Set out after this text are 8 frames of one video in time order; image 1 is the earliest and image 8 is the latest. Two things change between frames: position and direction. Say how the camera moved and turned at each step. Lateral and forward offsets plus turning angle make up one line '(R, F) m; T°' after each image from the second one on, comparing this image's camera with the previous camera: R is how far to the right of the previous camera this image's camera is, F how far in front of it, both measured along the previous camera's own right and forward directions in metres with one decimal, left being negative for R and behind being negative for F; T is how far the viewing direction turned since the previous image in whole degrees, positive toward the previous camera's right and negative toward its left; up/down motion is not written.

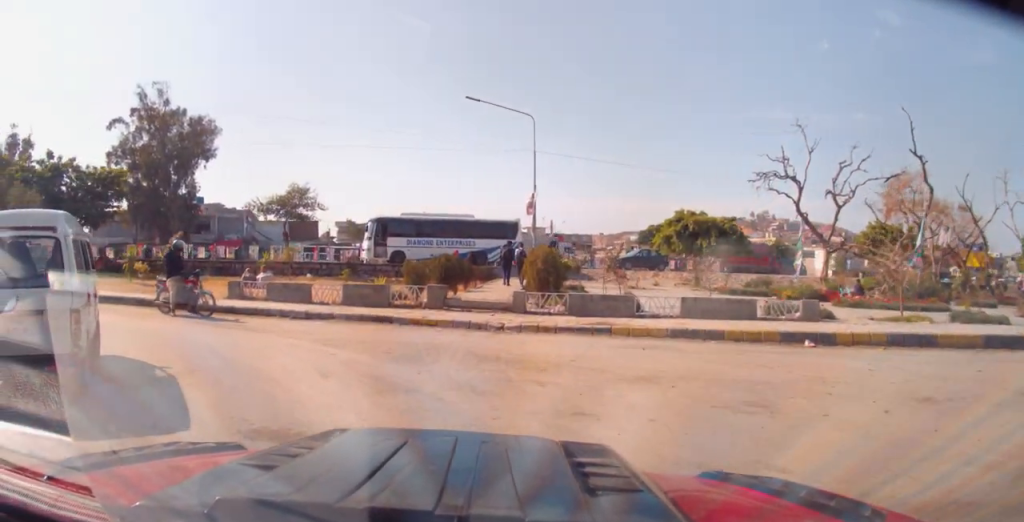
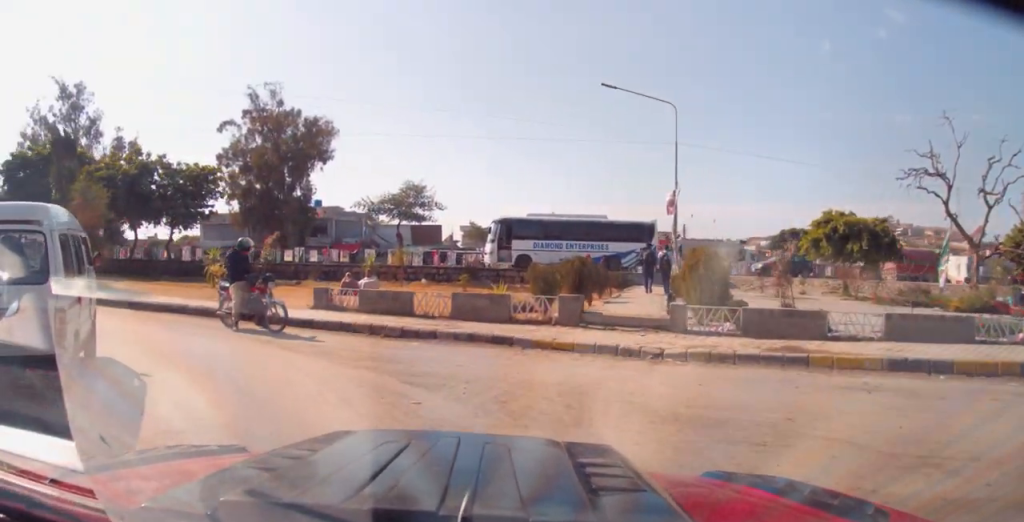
(-0.1, +3.2) m; -8°
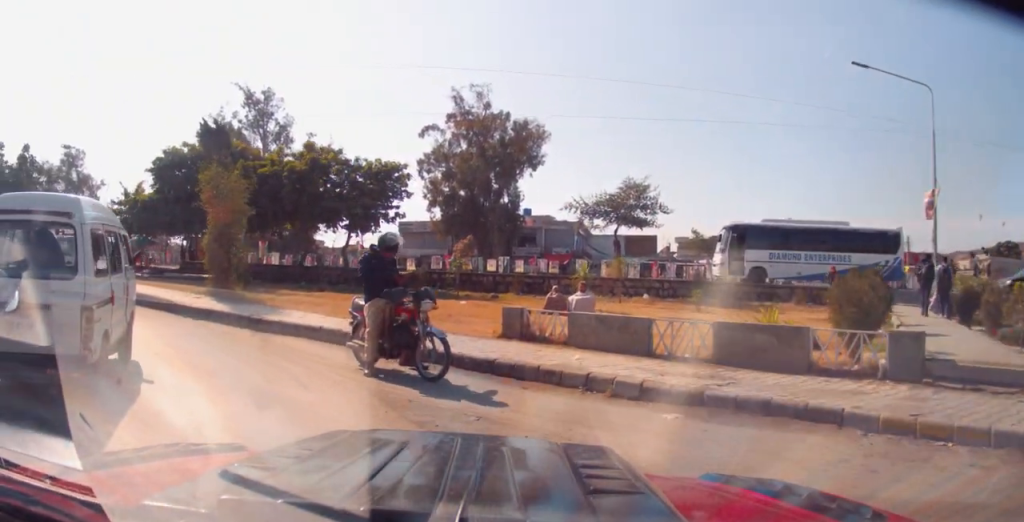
(-0.6, +4.2) m; -22°
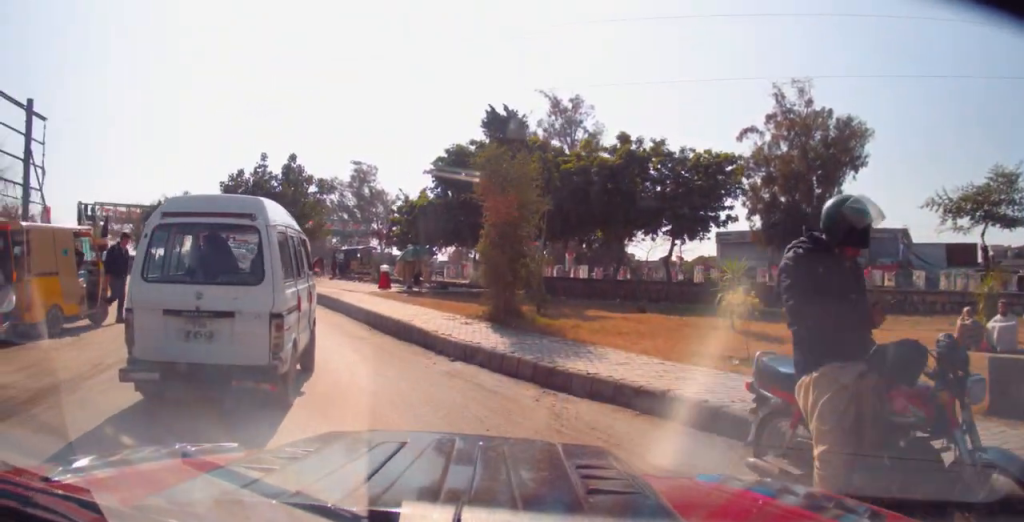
(-1.1, +4.4) m; -27°
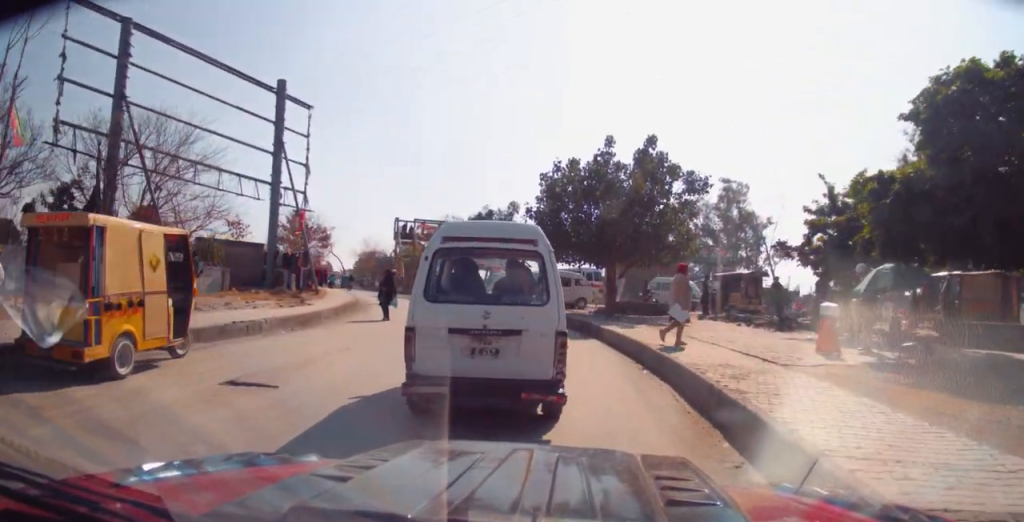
(-4.8, +12.4) m; -32°
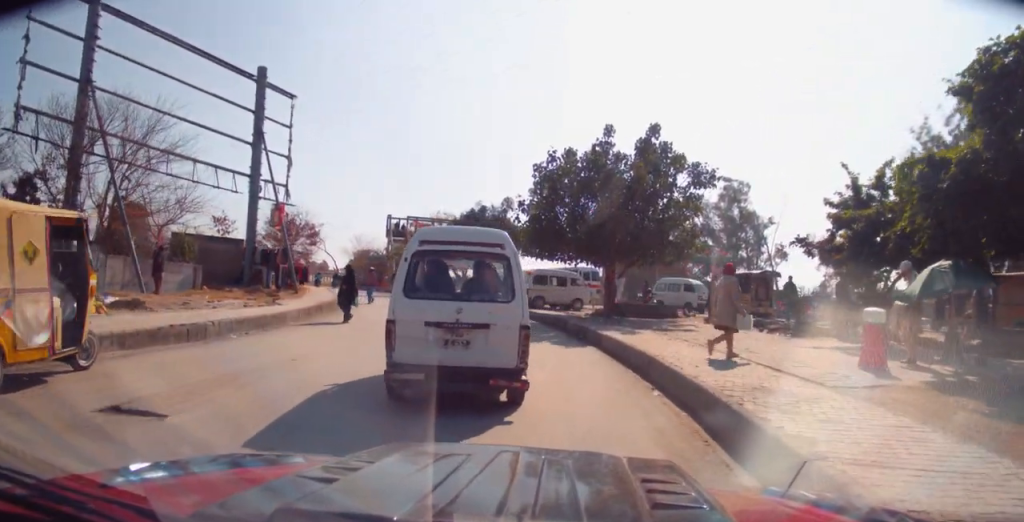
(-0.1, +2.0) m; -3°
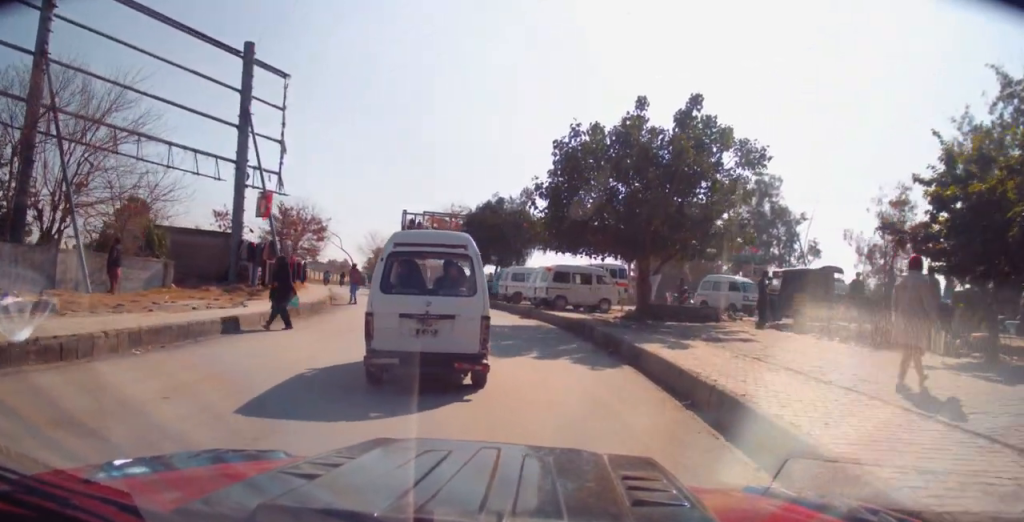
(0.0, +3.7) m; -5°
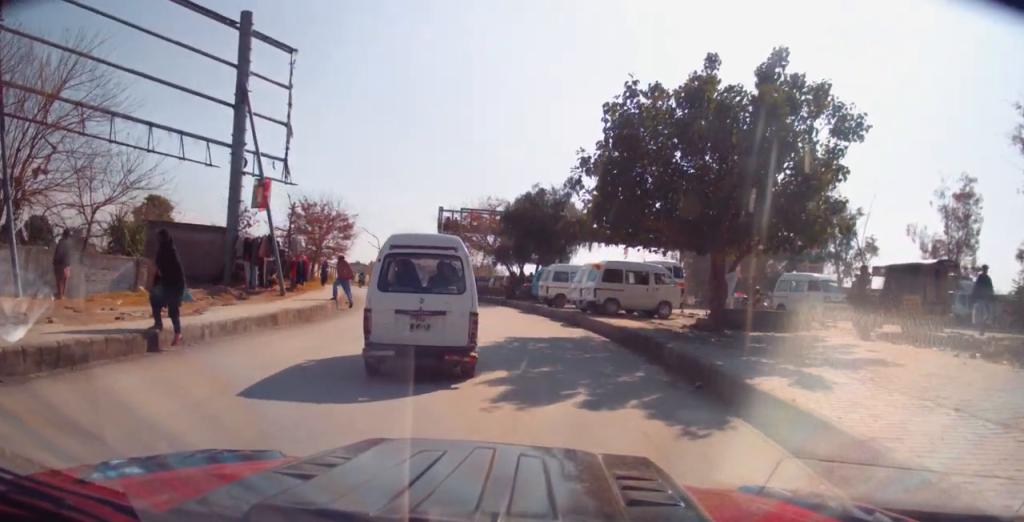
(-0.3, +4.1) m; -5°
